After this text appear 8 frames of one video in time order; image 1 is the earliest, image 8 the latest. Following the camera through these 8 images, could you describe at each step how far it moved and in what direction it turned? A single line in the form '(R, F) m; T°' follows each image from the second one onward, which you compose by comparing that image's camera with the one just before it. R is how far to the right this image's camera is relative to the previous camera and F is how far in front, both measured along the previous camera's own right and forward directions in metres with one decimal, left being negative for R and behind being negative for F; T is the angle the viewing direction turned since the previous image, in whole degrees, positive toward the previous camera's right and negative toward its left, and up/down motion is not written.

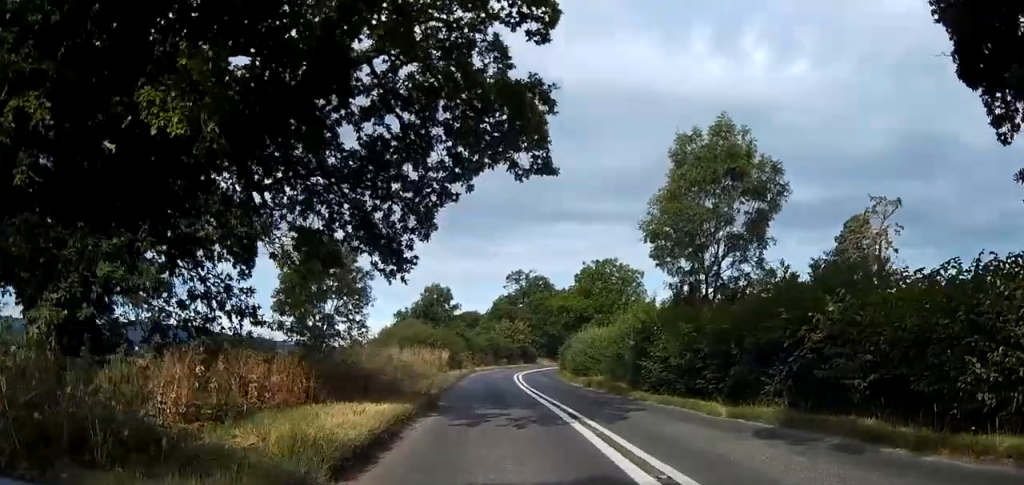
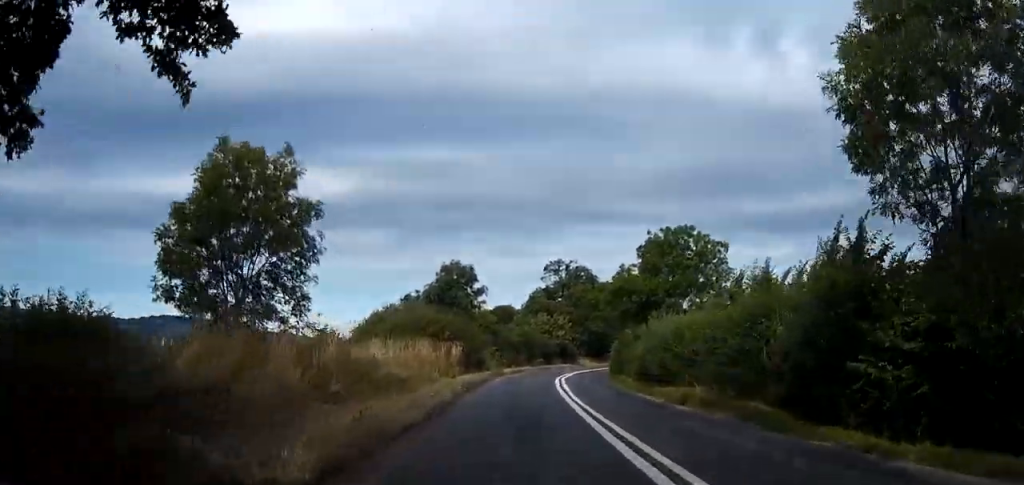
(-0.3, +13.3) m; -2°
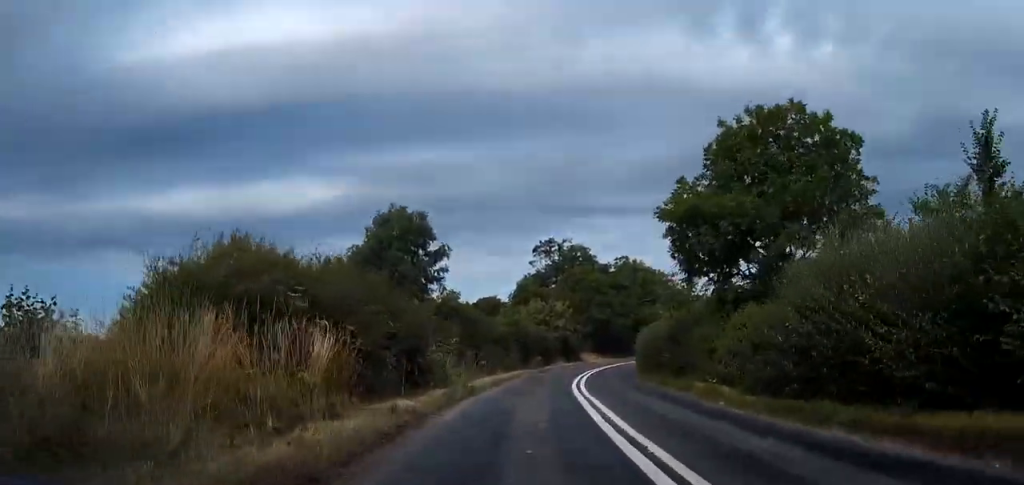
(-0.4, +18.5) m; -3°
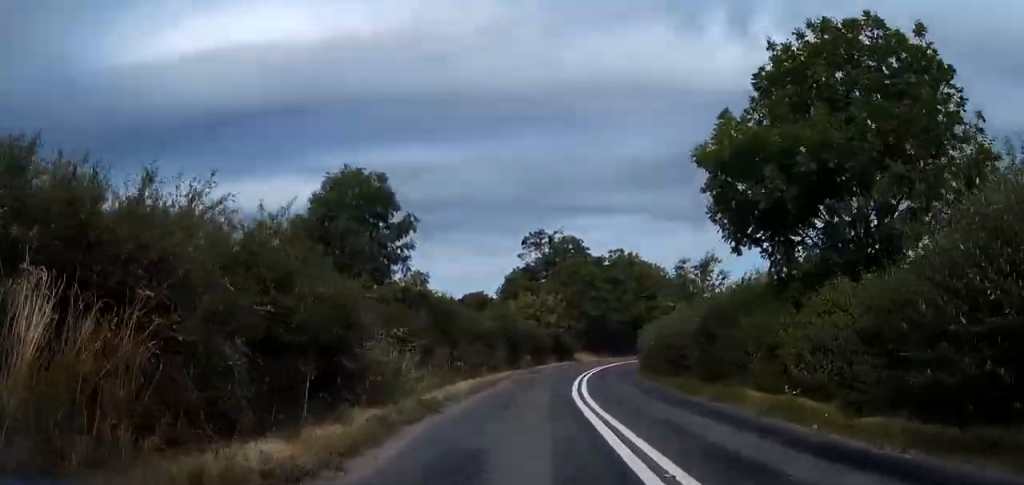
(-0.1, +6.5) m; -1°
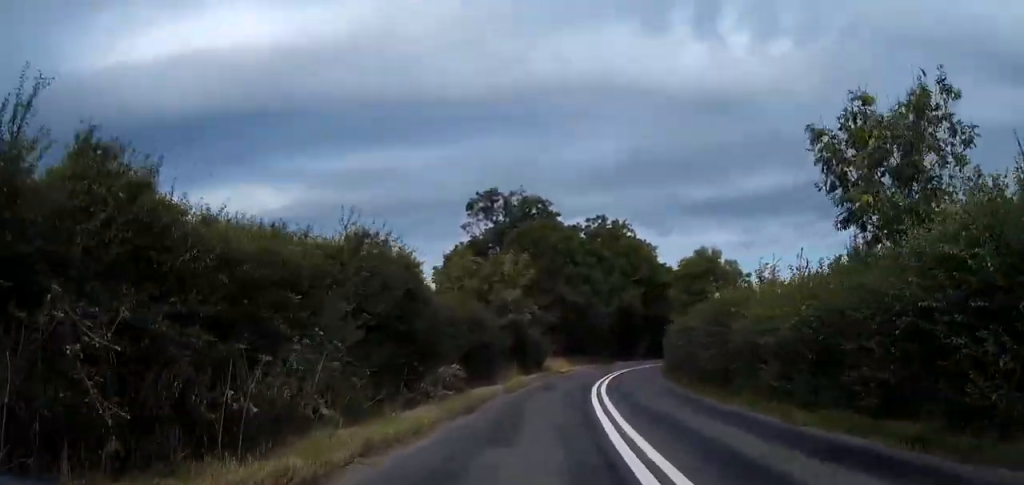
(+0.1, +27.1) m; +3°
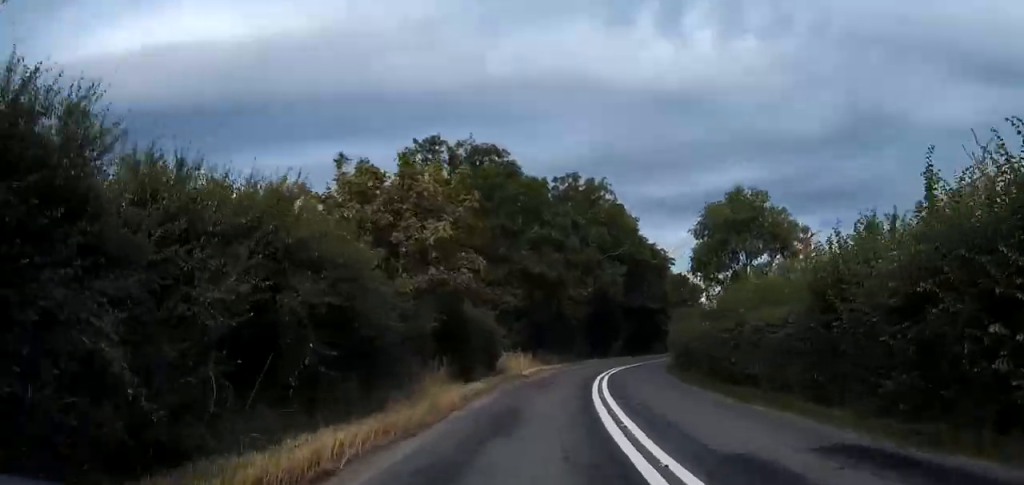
(+0.6, +15.7) m; +3°
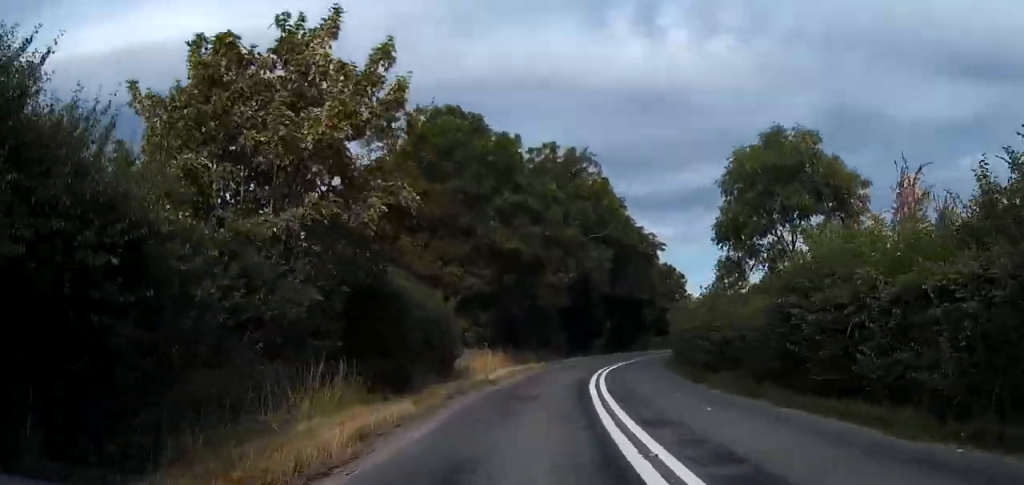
(-0.1, +8.2) m; +2°
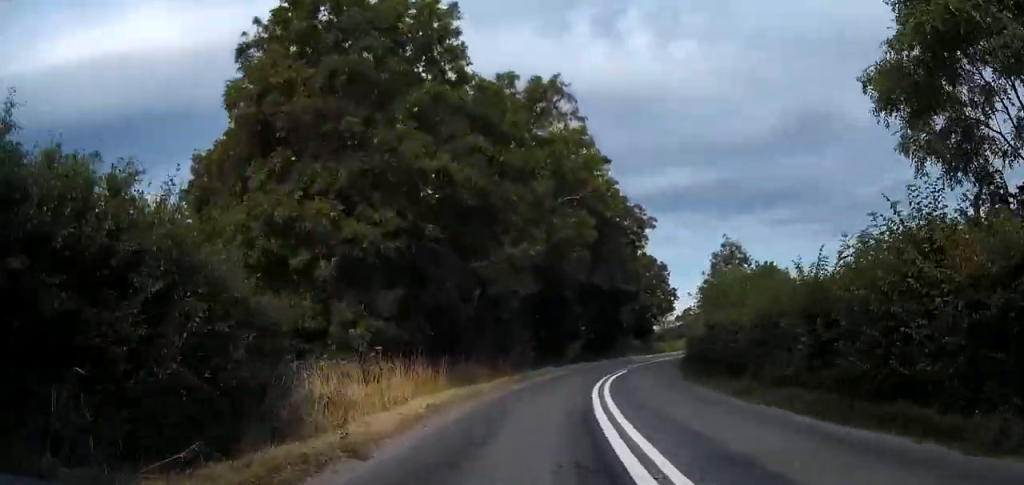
(+0.7, +14.1) m; +4°
